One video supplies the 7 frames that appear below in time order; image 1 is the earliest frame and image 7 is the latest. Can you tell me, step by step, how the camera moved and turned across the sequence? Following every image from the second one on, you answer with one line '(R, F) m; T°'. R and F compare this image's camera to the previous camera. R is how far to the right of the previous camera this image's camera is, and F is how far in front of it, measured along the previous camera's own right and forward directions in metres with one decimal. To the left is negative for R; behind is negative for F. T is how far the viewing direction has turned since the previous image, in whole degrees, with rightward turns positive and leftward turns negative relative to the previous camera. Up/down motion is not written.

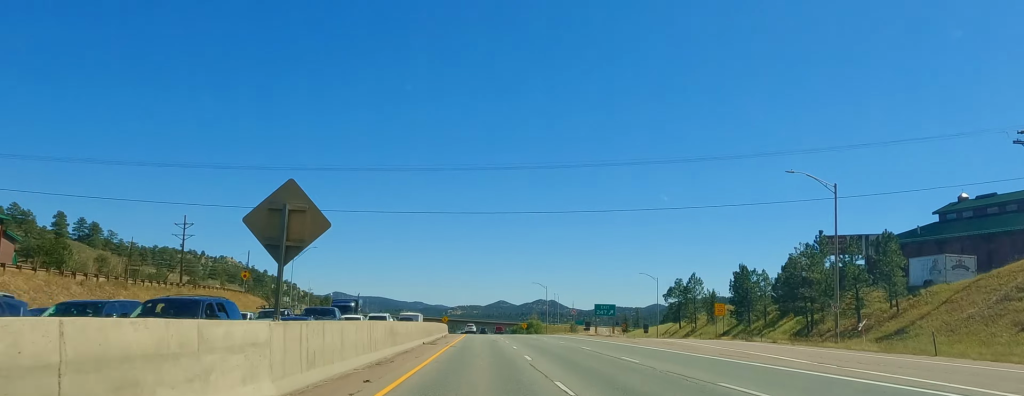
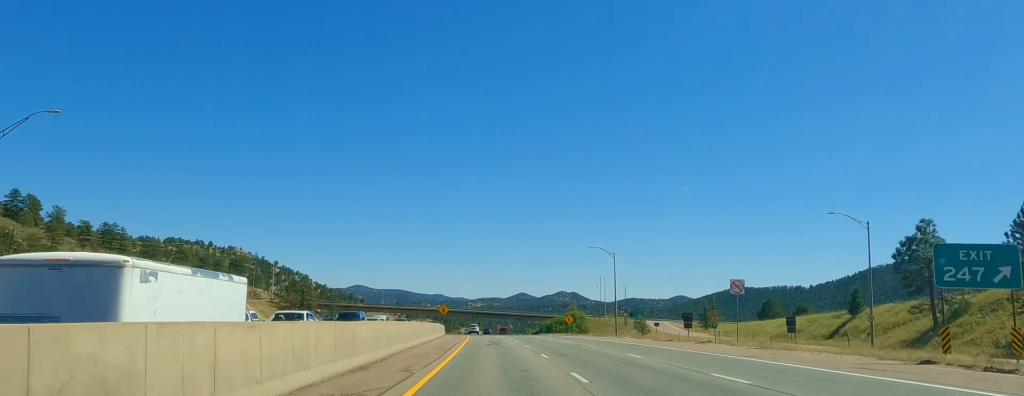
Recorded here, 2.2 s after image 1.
(-1.0, +71.5) m; -1°
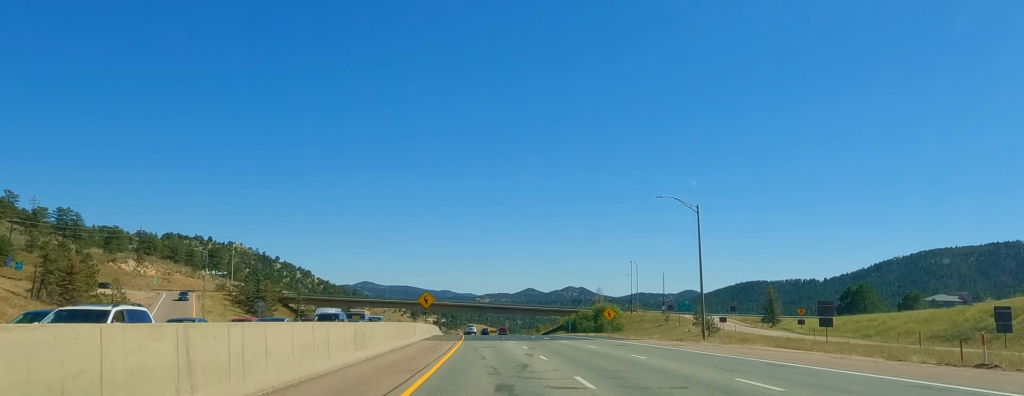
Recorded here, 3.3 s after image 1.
(0.0, +39.0) m; -1°
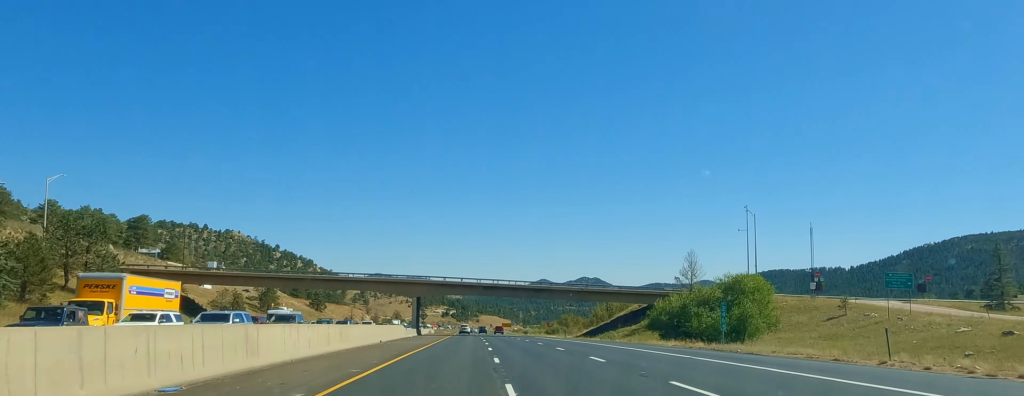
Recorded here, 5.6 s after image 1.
(-1.8, +75.9) m; -1°
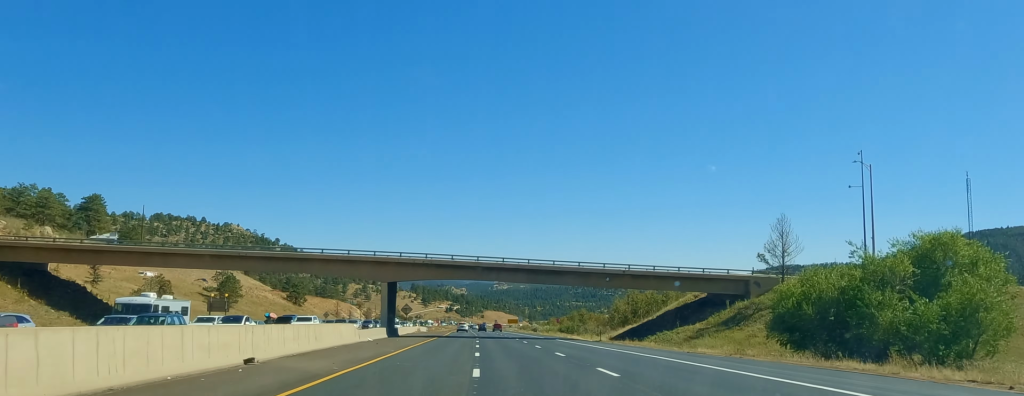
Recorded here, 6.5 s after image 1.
(+0.2, +31.2) m; 0°
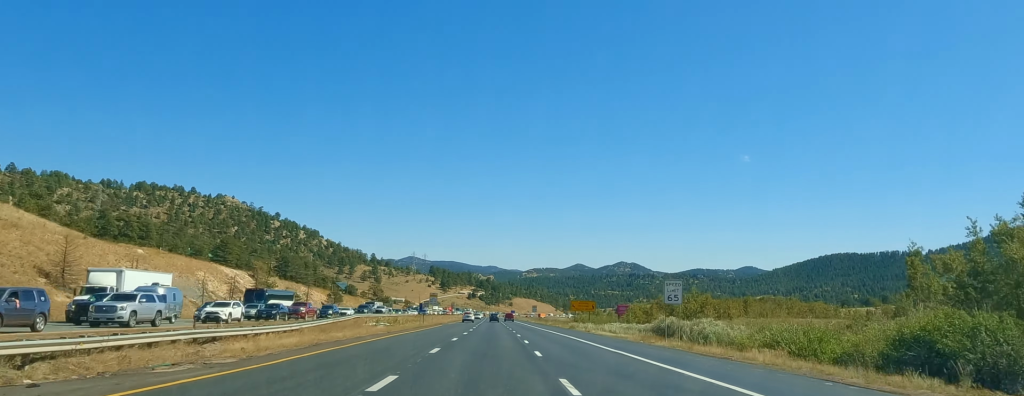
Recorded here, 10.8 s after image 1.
(-0.4, +154.4) m; -2°
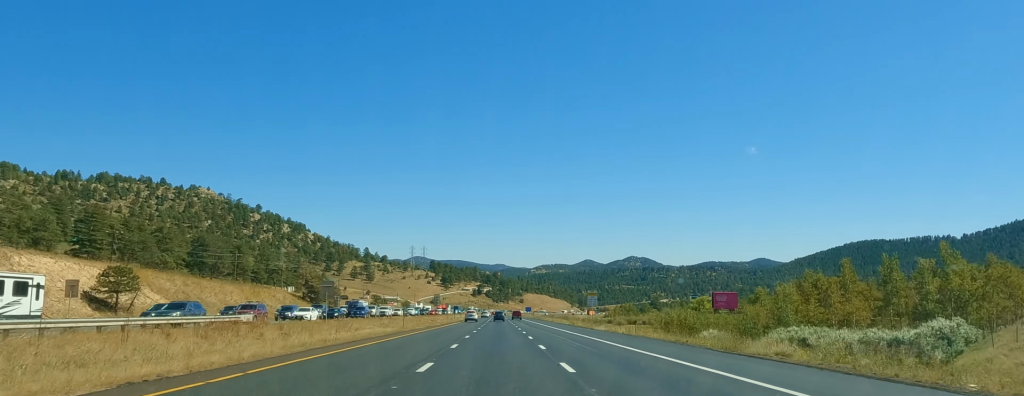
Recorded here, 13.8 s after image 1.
(-2.6, +105.7) m; 0°
